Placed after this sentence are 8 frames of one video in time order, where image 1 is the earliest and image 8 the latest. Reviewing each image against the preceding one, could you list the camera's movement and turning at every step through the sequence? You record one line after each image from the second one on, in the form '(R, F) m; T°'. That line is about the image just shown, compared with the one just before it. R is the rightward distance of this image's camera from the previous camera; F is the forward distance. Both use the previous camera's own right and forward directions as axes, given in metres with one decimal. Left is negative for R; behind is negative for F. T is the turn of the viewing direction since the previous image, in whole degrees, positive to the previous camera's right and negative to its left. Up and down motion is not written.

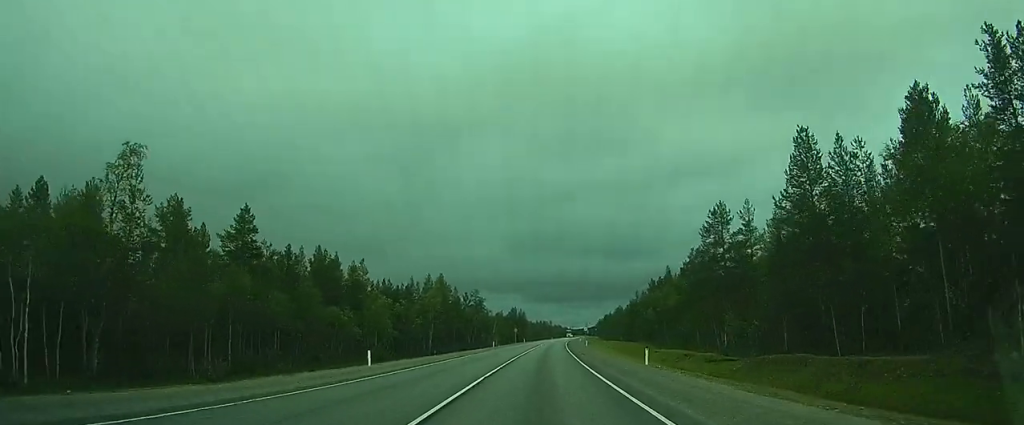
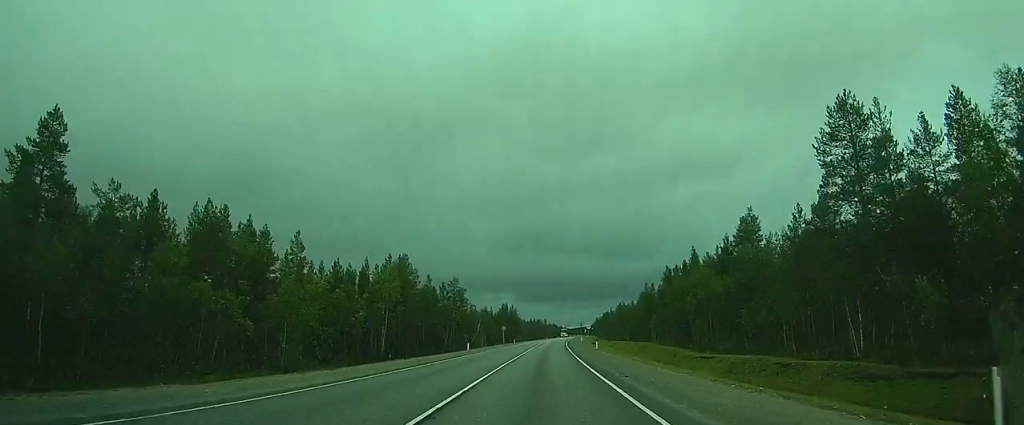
(0.0, +21.4) m; 0°
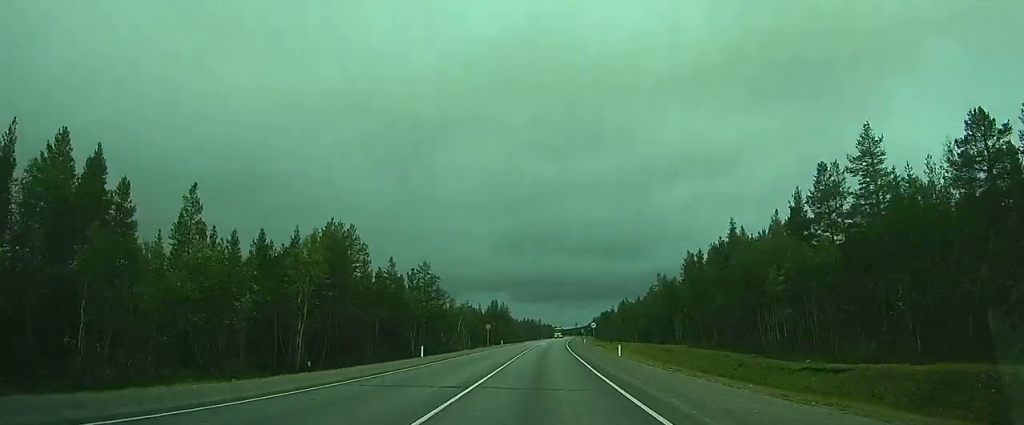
(0.0, +19.8) m; 0°
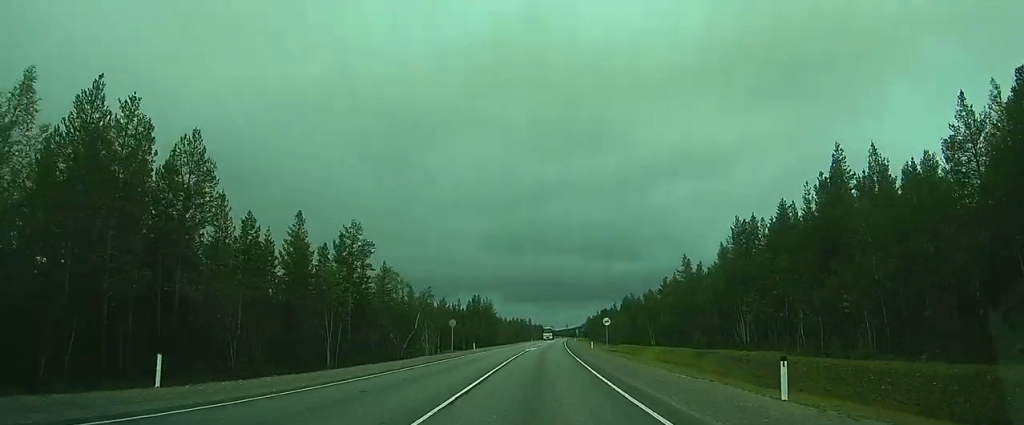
(0.0, +26.0) m; 0°
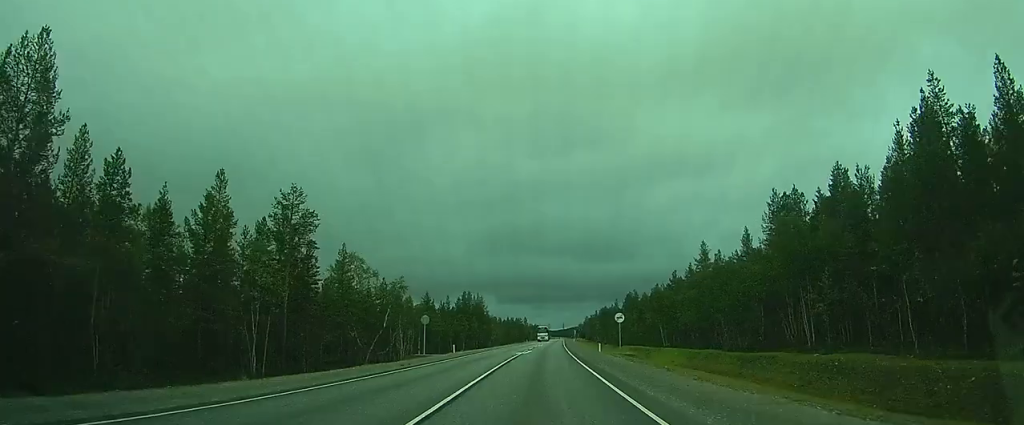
(0.0, +11.7) m; 0°
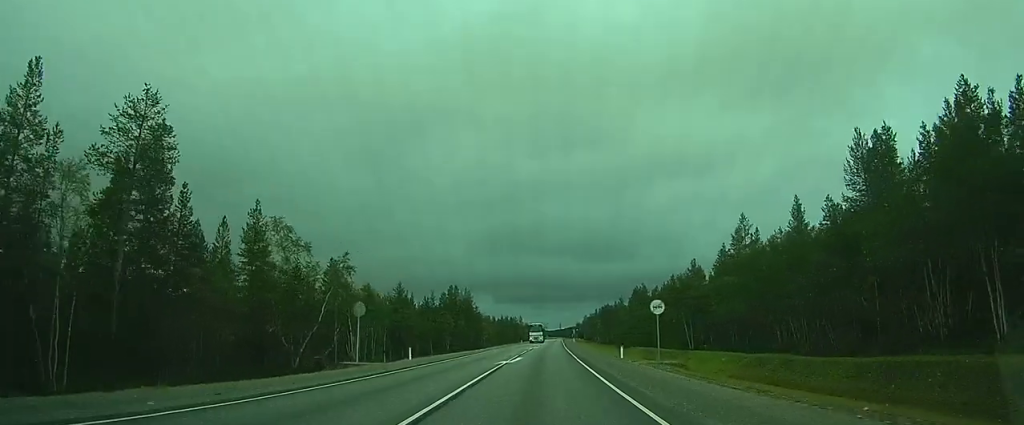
(0.0, +15.6) m; 0°
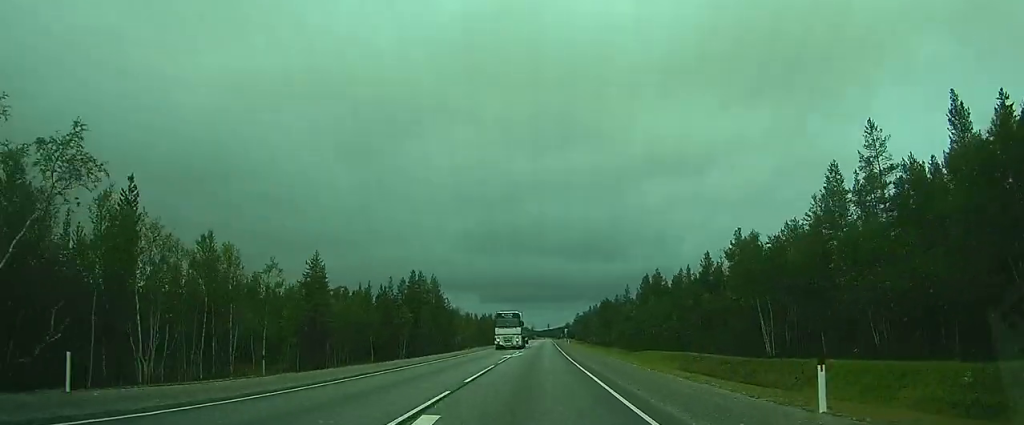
(0.0, +25.7) m; 0°
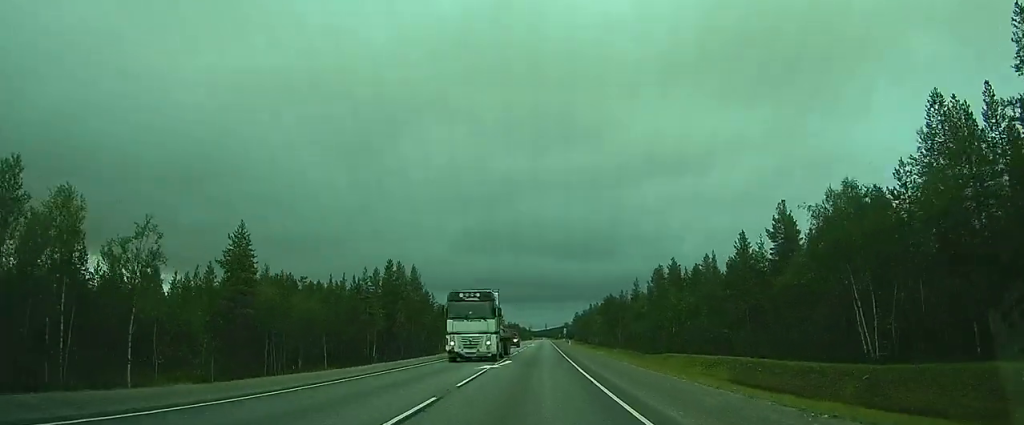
(0.0, +13.2) m; 0°
